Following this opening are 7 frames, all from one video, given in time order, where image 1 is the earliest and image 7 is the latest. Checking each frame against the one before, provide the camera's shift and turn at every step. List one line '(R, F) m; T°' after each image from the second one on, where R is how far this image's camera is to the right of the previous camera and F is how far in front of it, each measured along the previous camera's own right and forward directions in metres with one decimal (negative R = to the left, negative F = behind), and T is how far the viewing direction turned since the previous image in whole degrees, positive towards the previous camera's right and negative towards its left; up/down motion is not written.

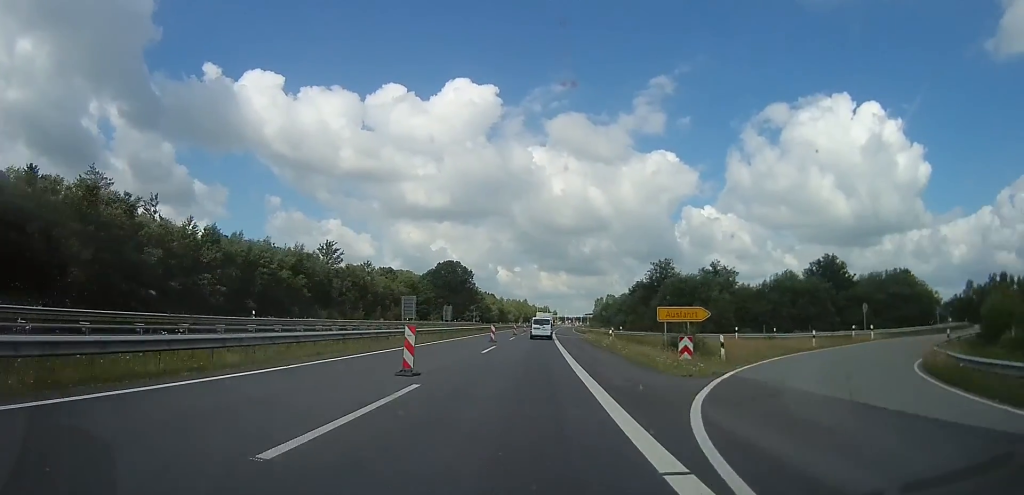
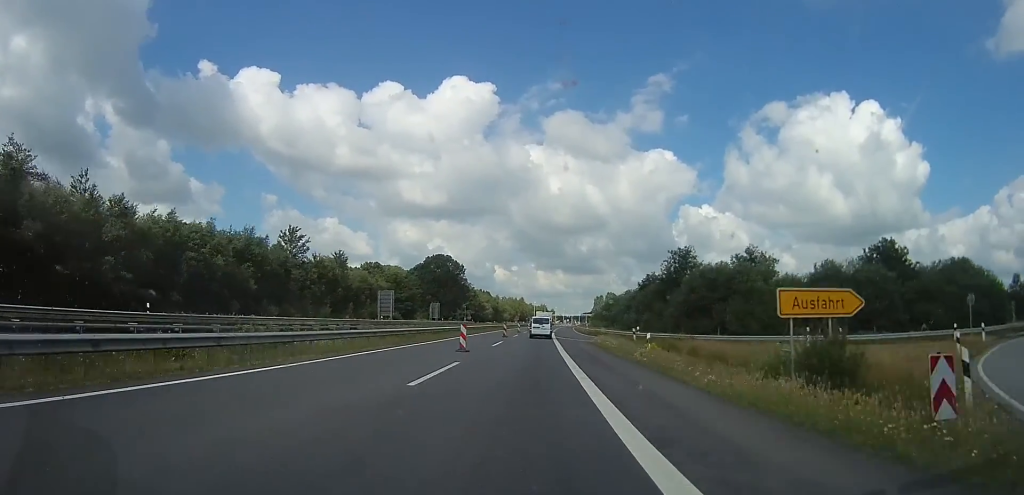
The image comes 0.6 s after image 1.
(0.0, +12.1) m; 0°
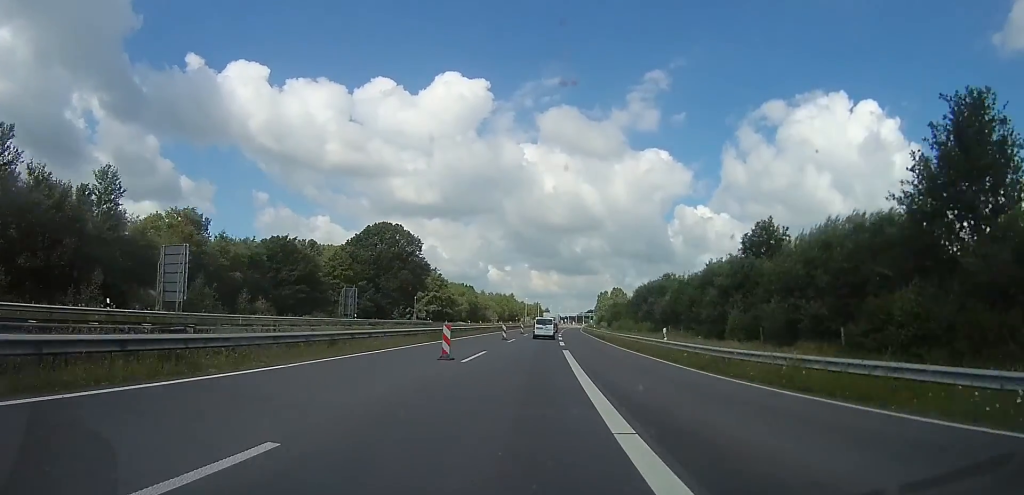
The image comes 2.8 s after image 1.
(+0.2, +47.4) m; +2°
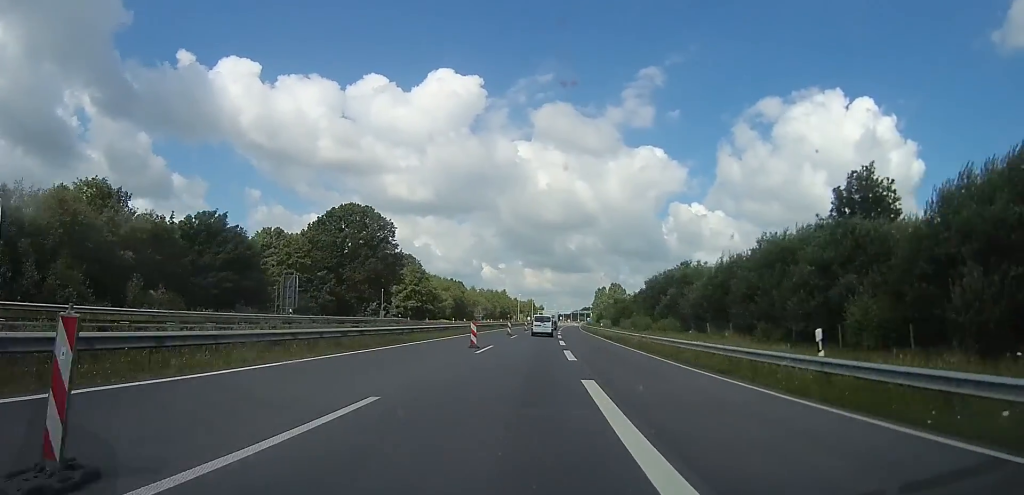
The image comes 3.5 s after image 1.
(+0.1, +14.8) m; +1°
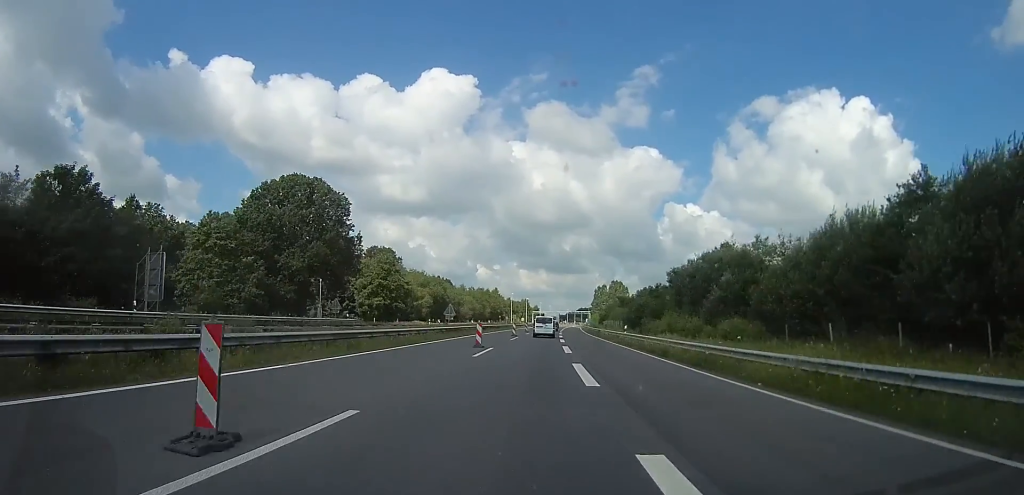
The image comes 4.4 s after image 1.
(+0.5, +18.9) m; +2°
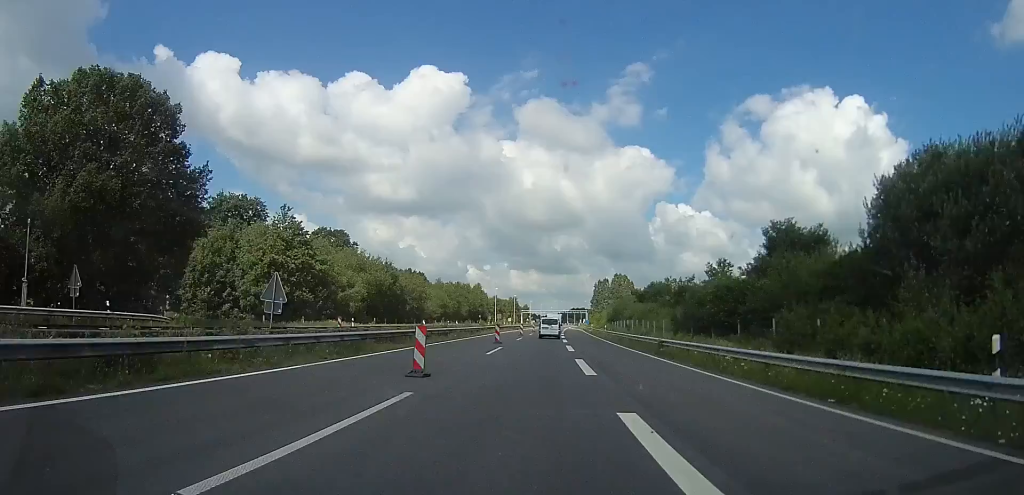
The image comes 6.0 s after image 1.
(0.0, +33.6) m; 0°
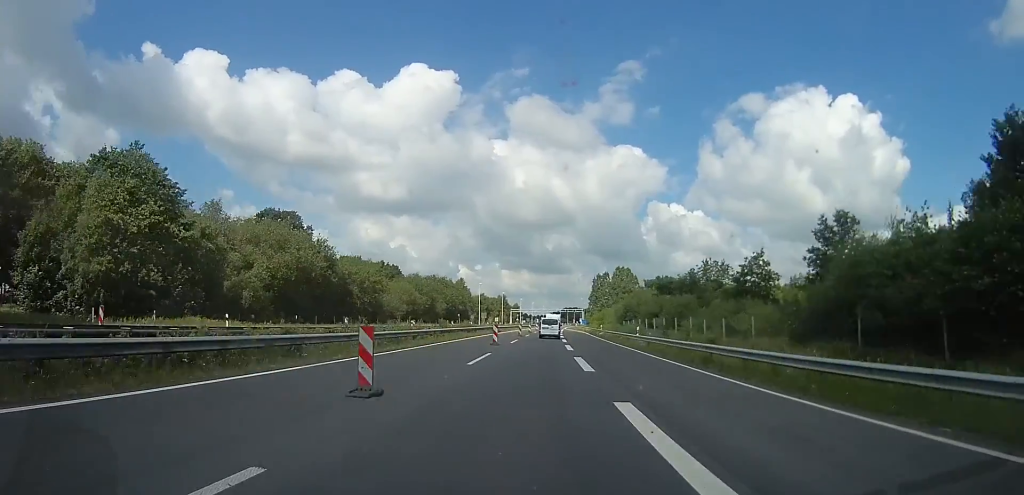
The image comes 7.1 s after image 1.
(0.0, +23.1) m; -2°
